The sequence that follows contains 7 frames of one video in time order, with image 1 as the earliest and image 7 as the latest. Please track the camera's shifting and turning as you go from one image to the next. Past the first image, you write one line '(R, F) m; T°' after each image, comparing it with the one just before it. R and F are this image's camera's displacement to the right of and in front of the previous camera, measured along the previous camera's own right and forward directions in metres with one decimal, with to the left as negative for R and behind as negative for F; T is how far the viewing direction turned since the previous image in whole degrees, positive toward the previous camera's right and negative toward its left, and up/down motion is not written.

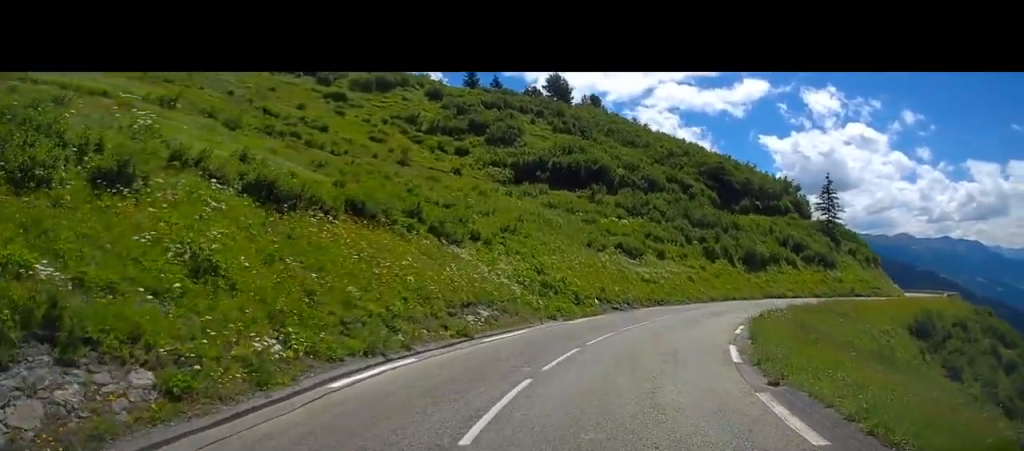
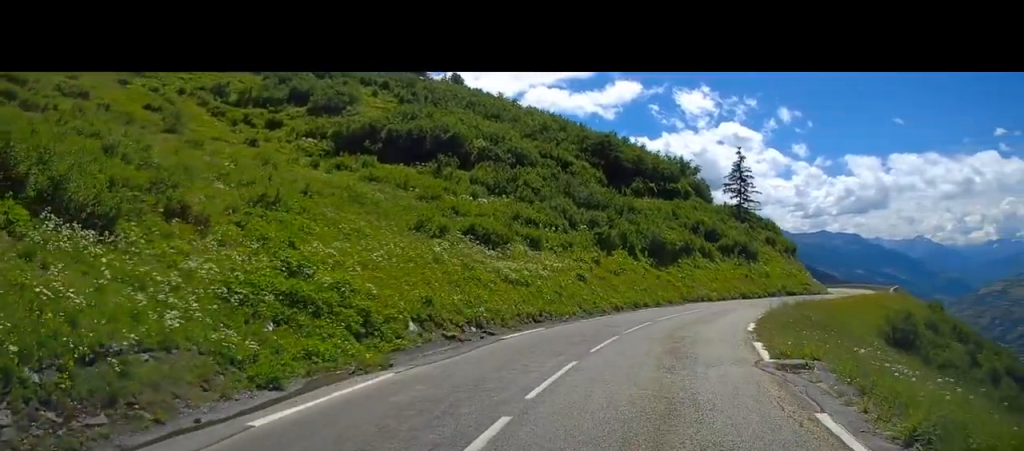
(+2.2, +14.7) m; +14°
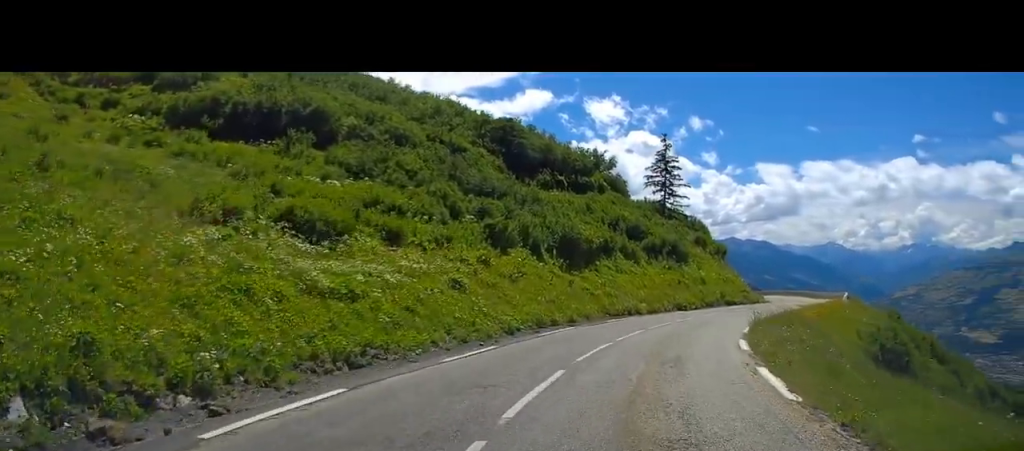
(+0.6, +9.4) m; +7°
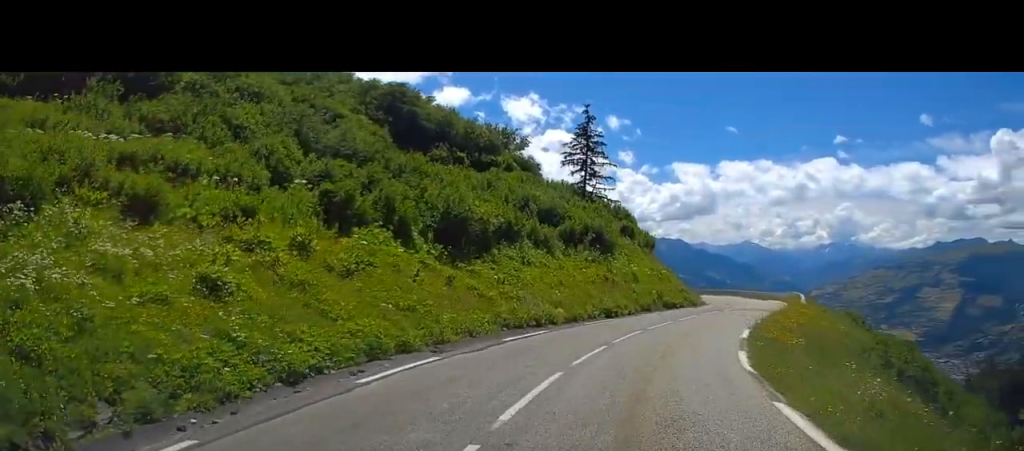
(+0.5, +9.2) m; +7°
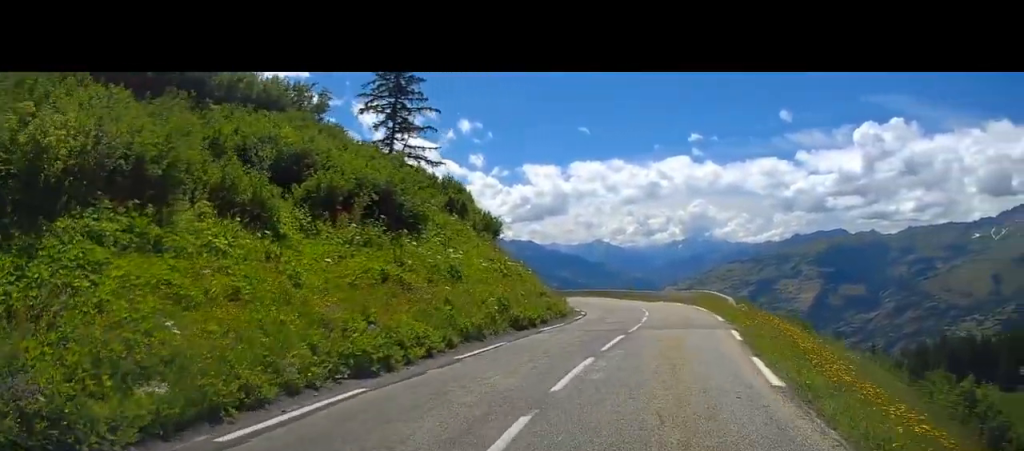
(+1.8, +15.4) m; +11°
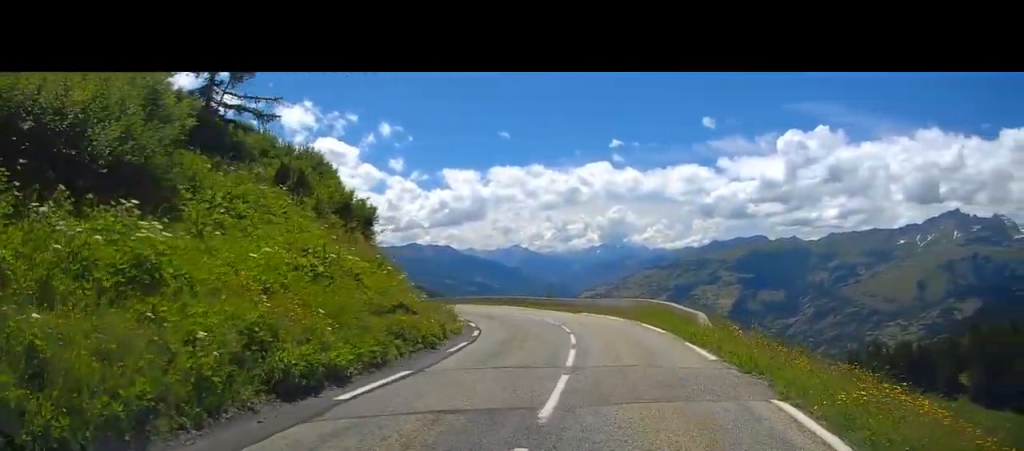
(+0.7, +9.9) m; 0°
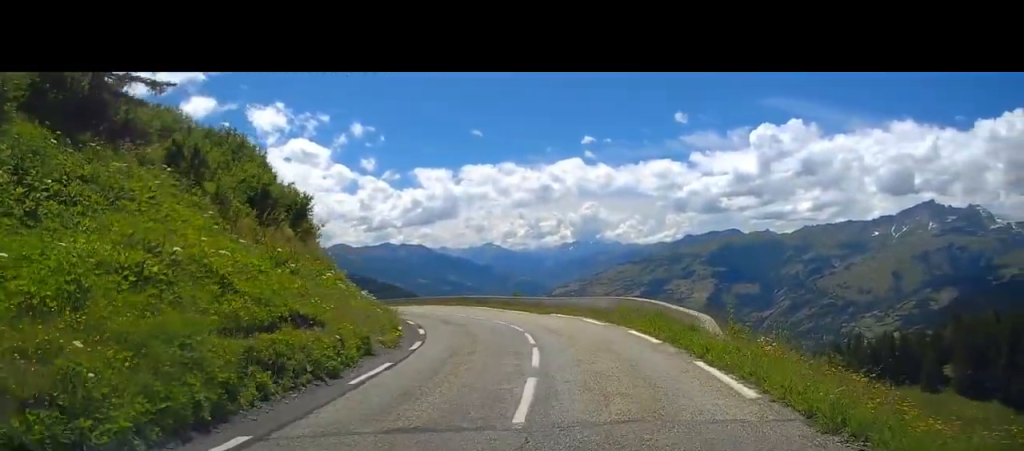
(-0.3, +4.5) m; -2°
